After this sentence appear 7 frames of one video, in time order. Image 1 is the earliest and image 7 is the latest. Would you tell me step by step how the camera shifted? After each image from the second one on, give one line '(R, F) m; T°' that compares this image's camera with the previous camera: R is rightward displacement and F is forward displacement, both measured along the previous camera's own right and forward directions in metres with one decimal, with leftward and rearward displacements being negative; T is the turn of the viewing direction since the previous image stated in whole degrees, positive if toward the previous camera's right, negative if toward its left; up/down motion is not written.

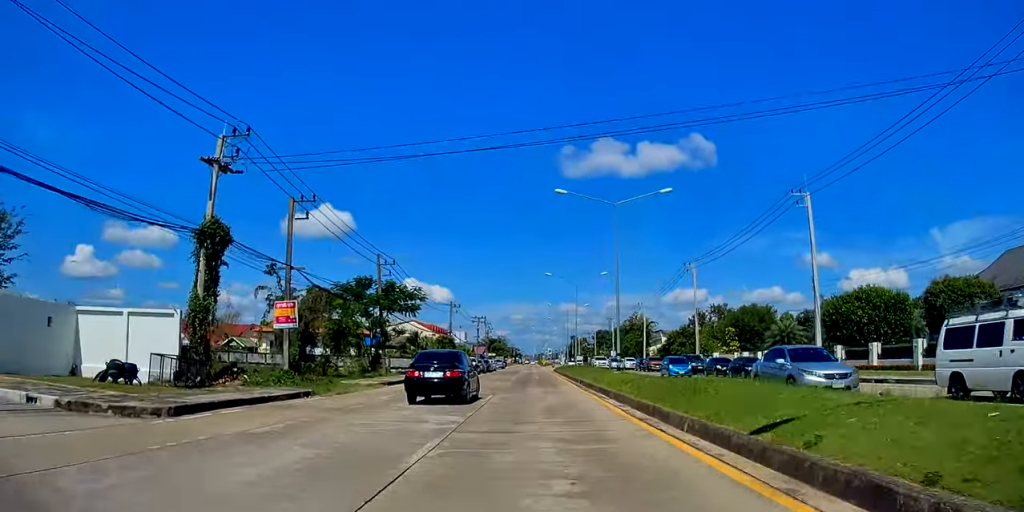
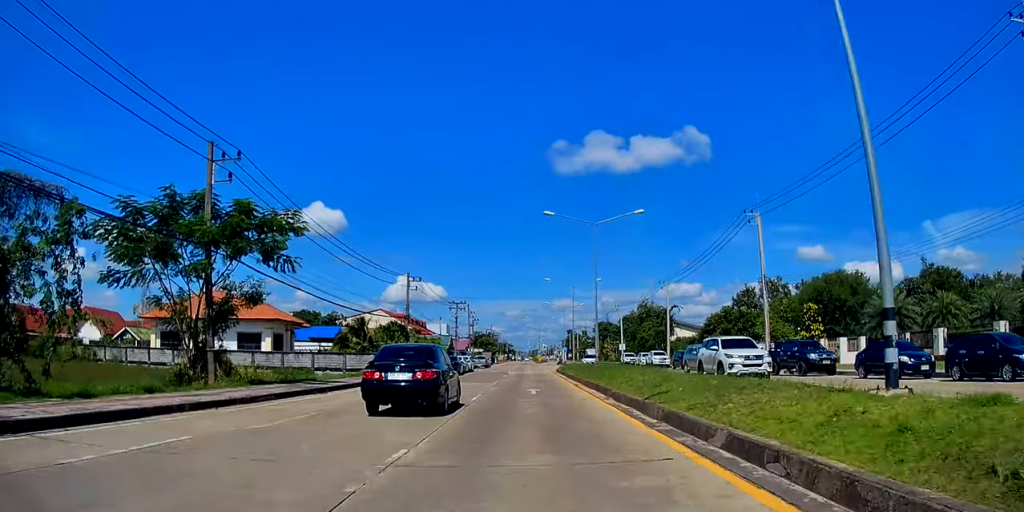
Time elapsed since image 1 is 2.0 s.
(-0.4, +27.0) m; +1°
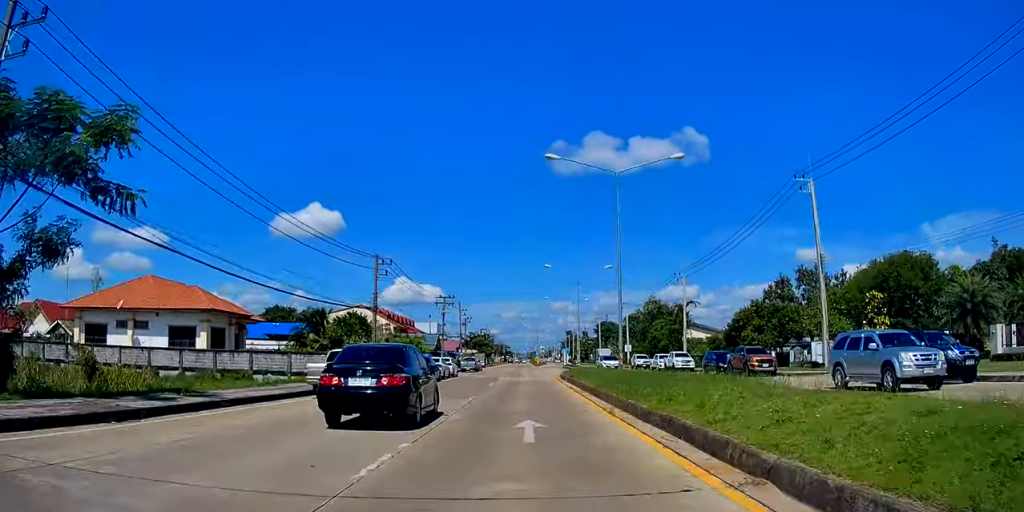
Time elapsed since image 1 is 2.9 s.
(+0.1, +13.1) m; 0°
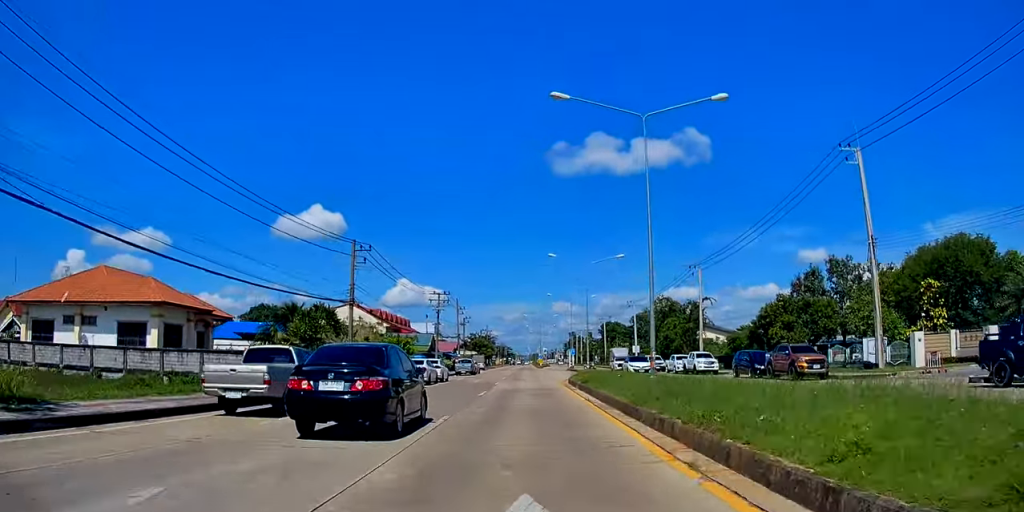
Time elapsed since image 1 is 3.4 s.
(0.0, +8.1) m; -1°
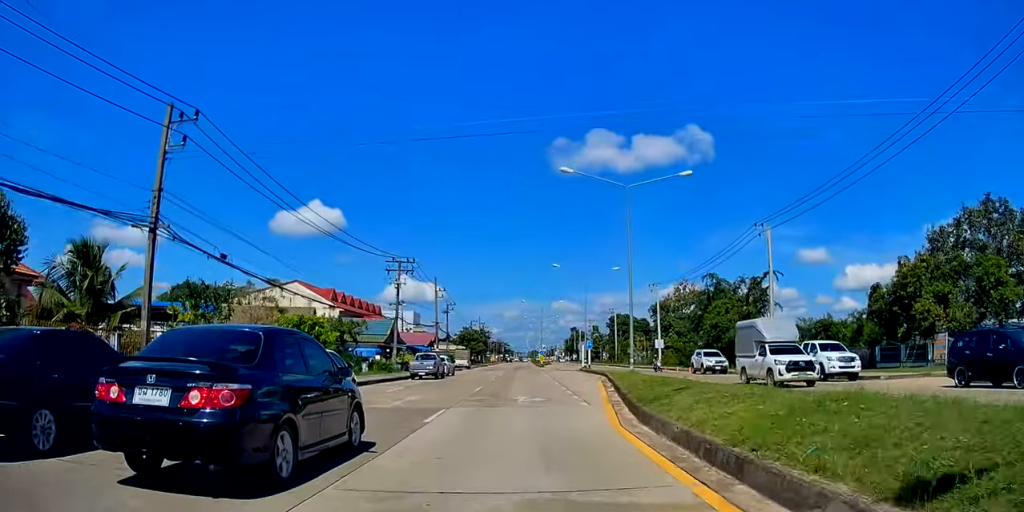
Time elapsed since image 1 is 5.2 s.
(-0.1, +27.9) m; +1°
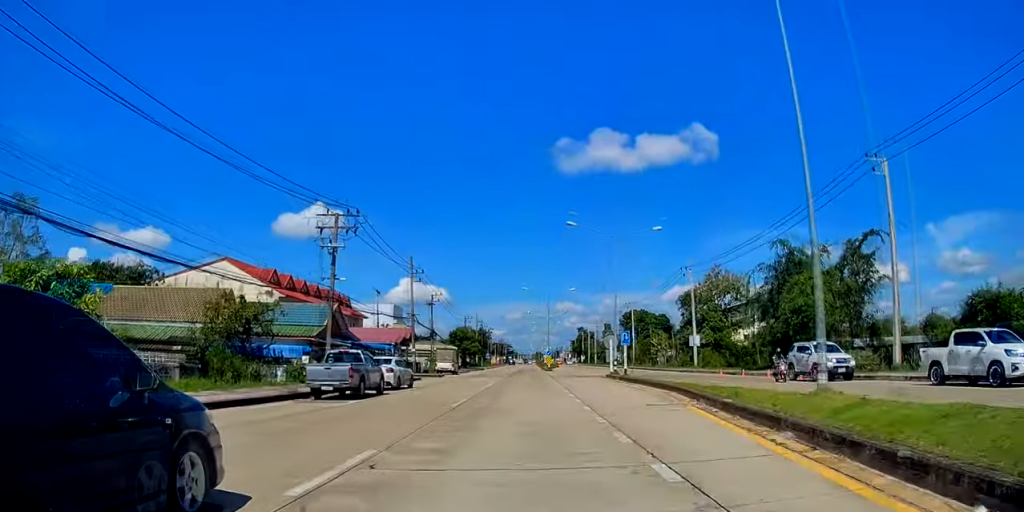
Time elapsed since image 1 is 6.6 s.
(+0.2, +20.5) m; 0°
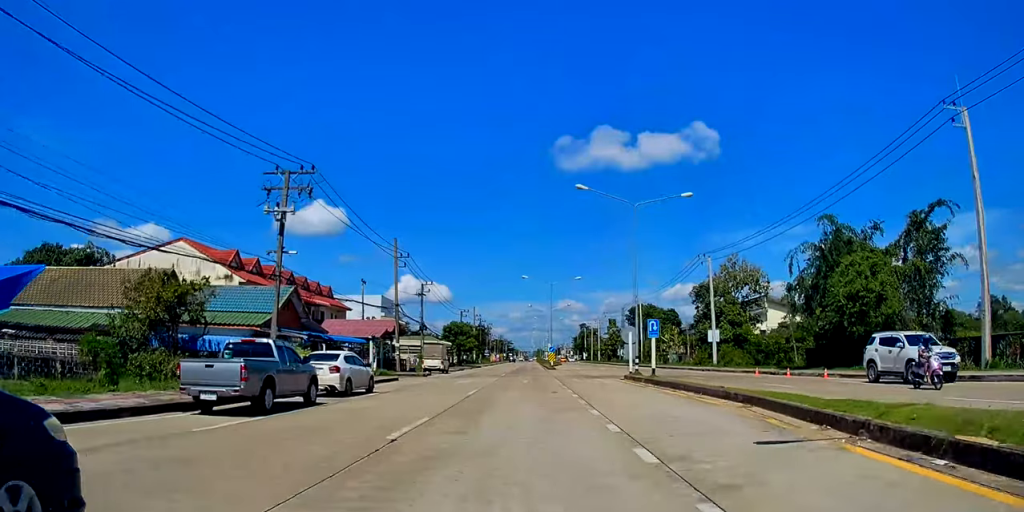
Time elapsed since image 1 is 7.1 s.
(0.0, +6.1) m; 0°
